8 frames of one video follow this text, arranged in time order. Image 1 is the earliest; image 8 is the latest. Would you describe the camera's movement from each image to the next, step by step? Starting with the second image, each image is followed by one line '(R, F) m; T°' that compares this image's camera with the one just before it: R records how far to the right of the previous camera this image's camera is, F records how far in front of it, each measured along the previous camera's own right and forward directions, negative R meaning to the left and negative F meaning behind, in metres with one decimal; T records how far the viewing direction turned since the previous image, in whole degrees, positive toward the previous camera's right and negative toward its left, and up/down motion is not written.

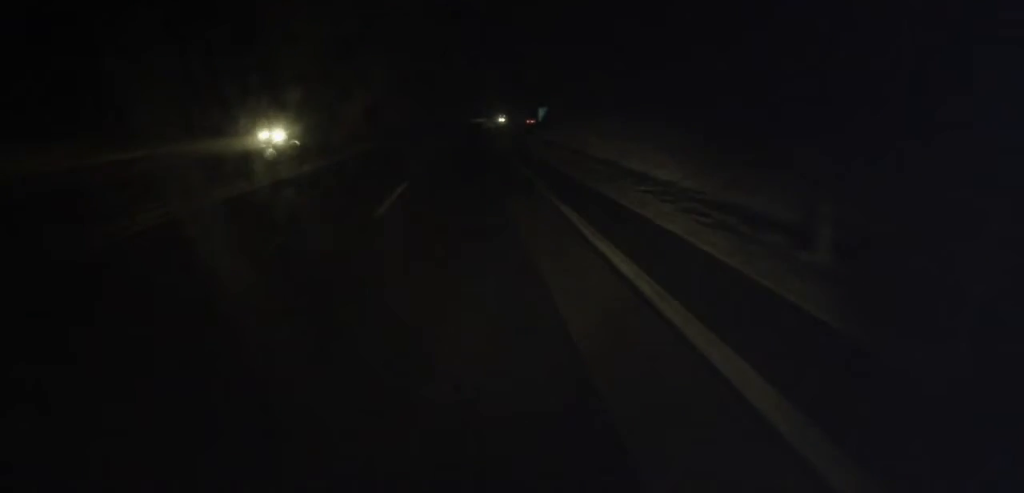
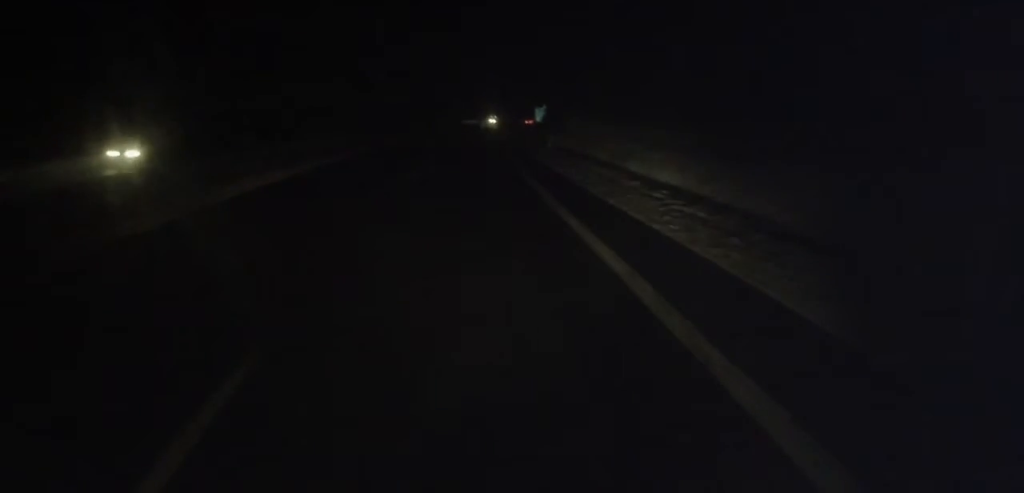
(+0.2, +12.7) m; +1°
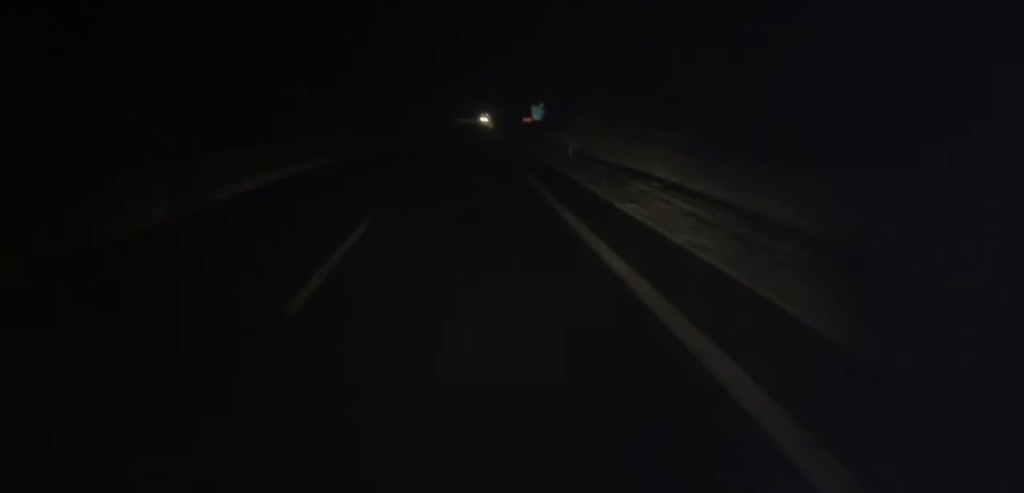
(0.0, +11.2) m; 0°
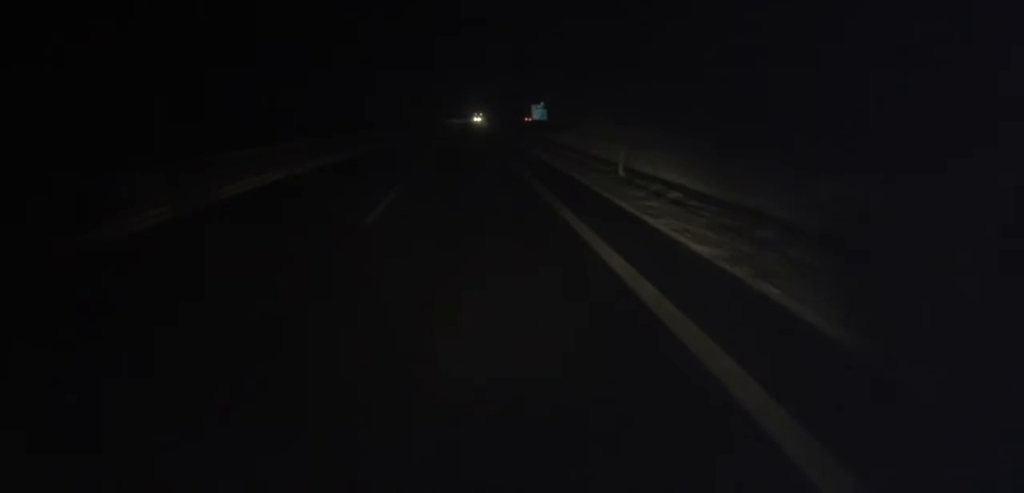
(0.0, +11.9) m; 0°
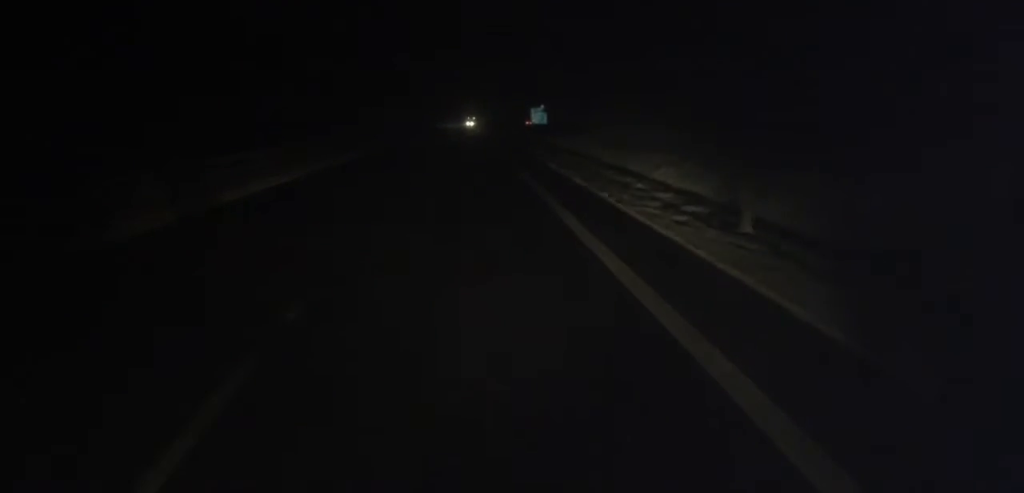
(0.0, +11.1) m; +1°
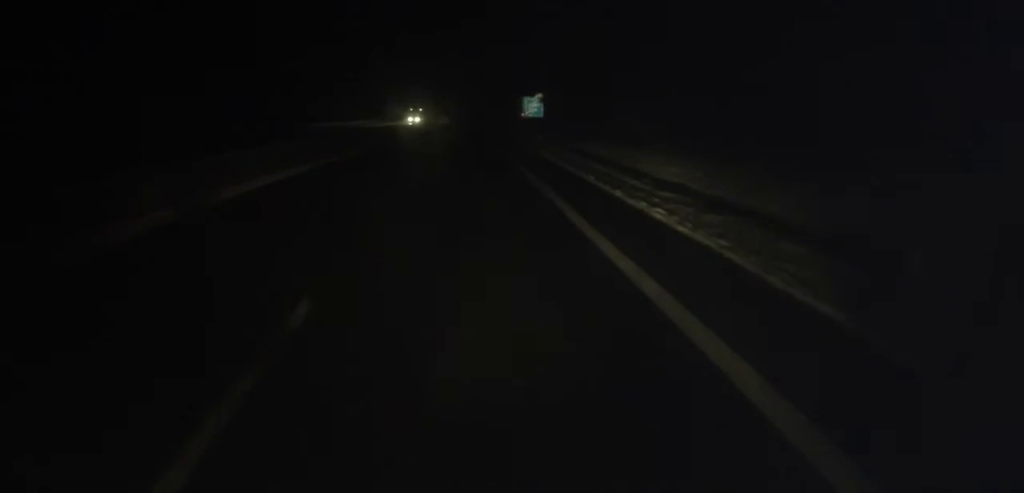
(+0.8, +52.5) m; +2°
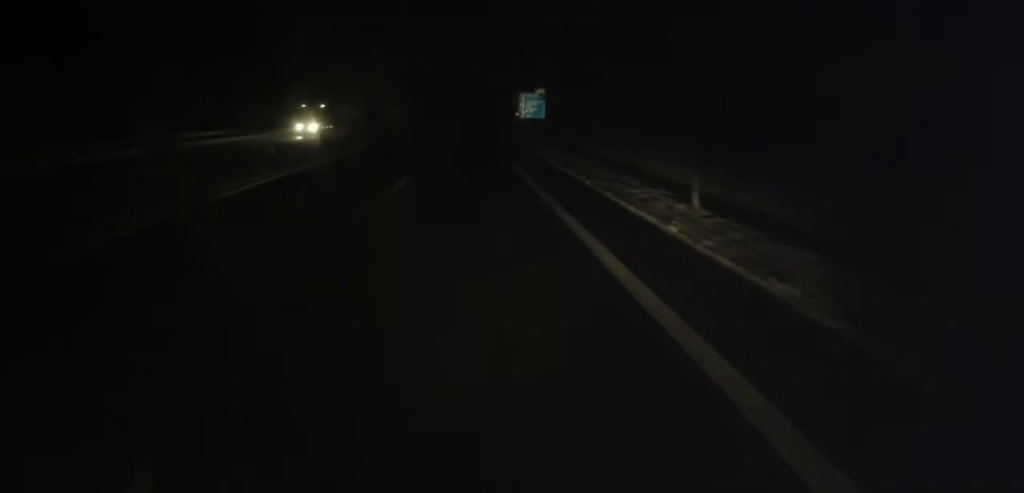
(+1.0, +38.7) m; +3°
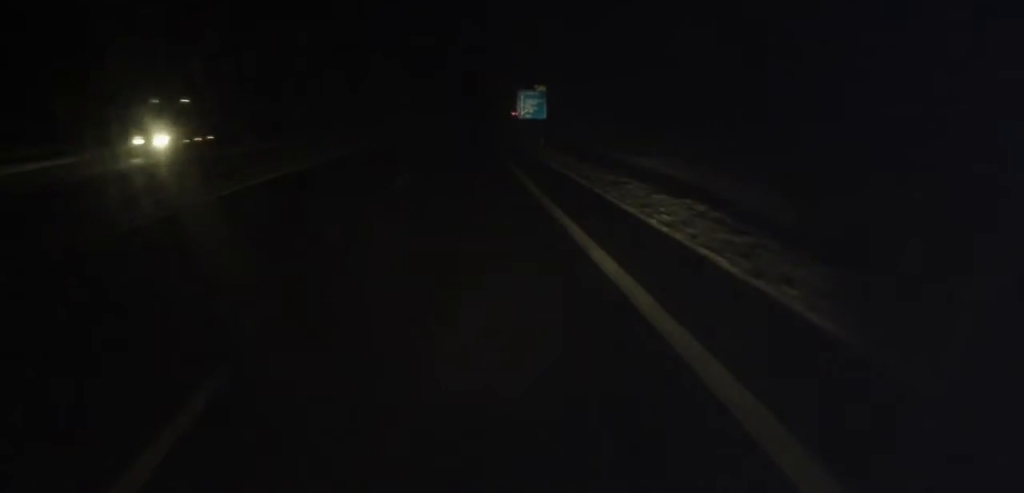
(0.0, +16.2) m; 0°
